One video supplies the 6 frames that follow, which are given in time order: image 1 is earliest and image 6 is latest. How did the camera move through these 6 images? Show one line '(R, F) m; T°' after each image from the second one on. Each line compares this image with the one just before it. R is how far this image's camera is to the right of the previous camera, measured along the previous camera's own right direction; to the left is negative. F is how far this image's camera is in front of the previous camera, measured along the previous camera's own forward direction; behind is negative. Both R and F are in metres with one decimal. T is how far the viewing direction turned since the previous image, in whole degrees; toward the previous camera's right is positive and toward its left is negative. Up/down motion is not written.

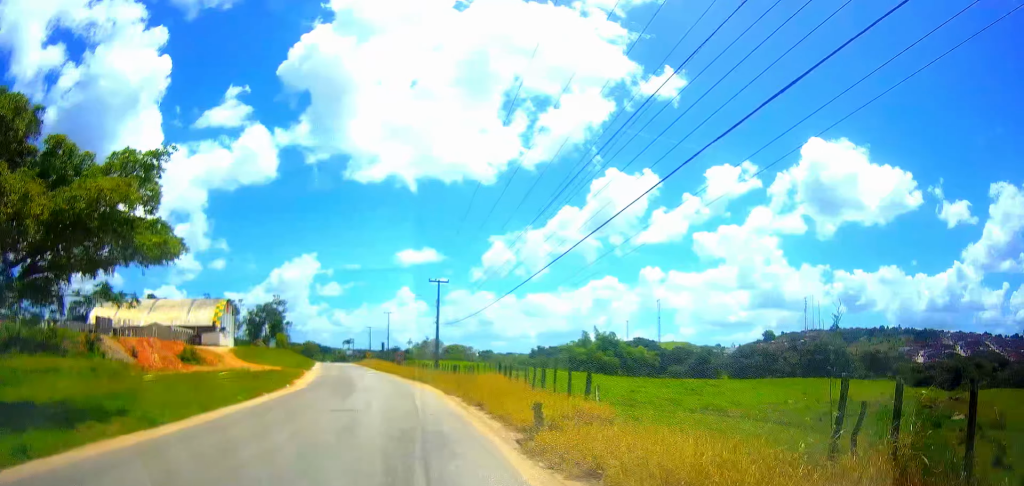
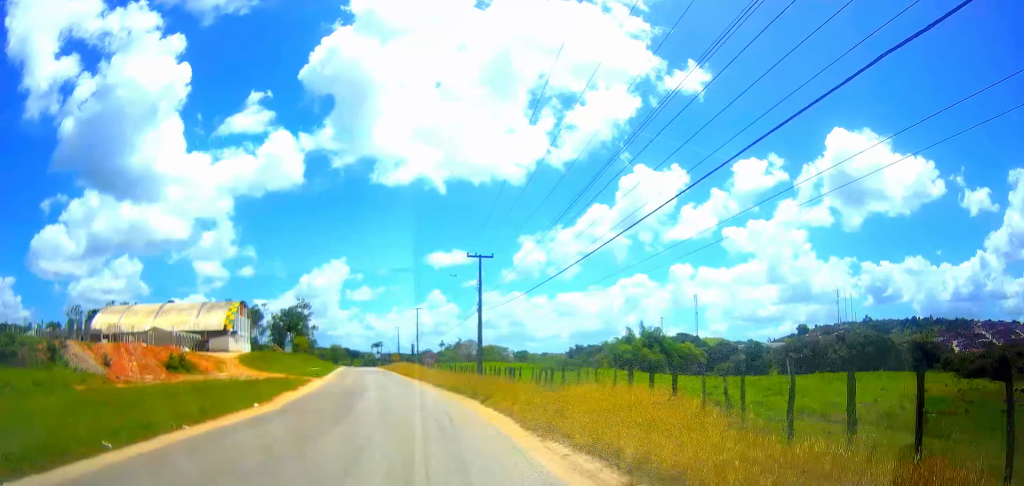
(-0.8, +14.6) m; -9°
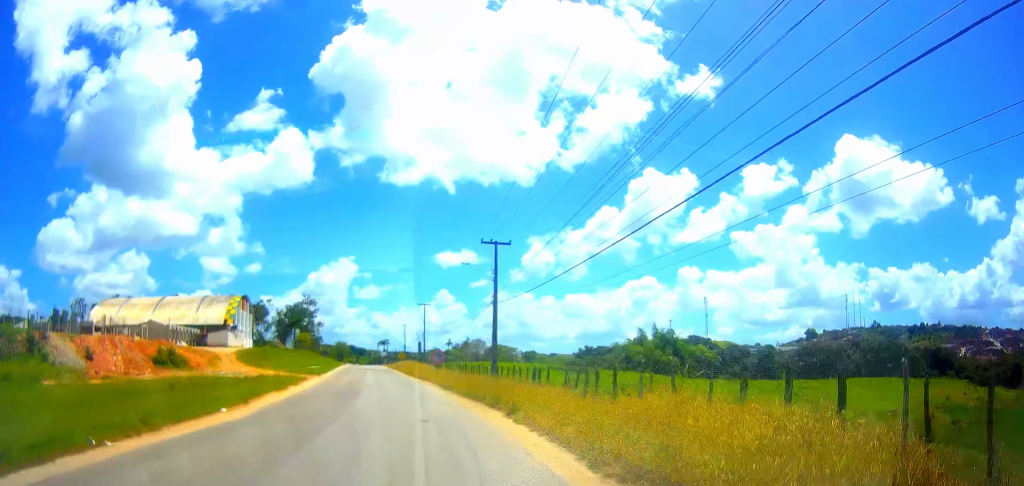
(-0.4, +5.0) m; -2°
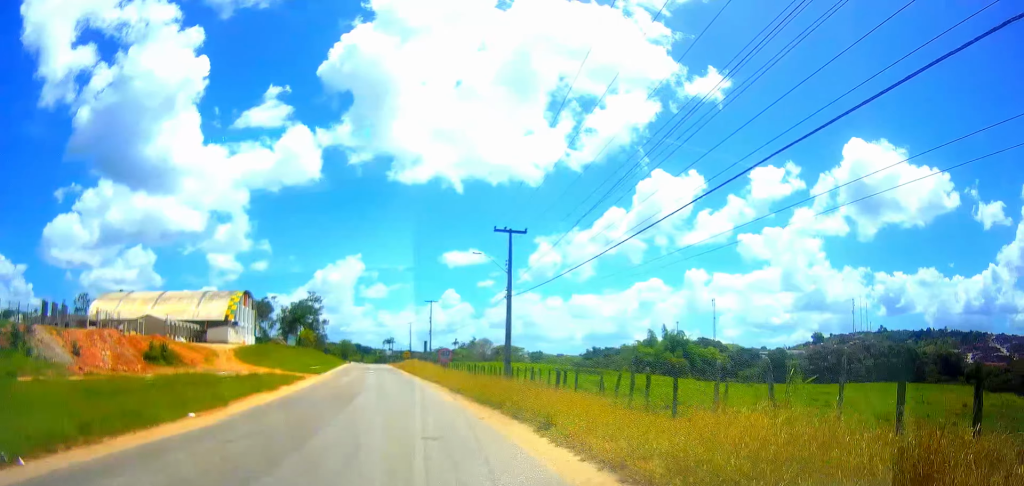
(-0.1, +3.6) m; -1°
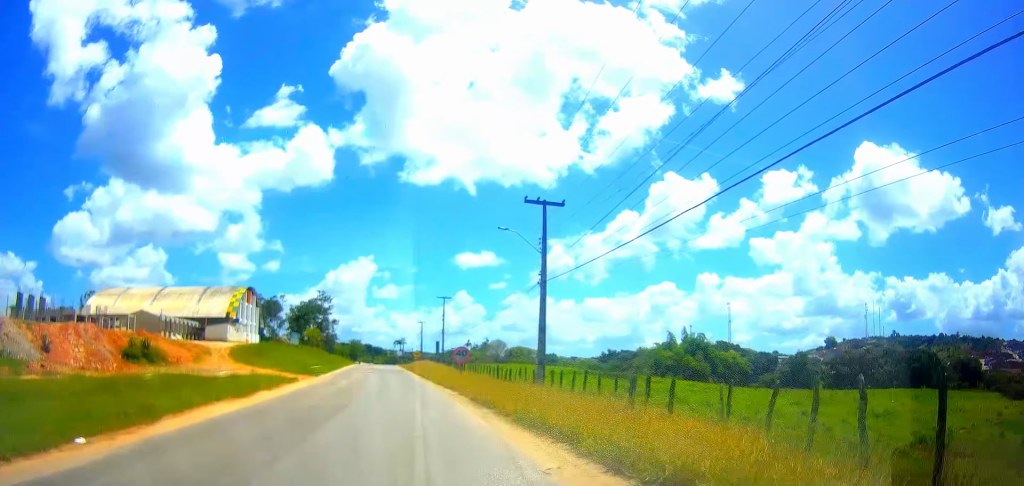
(+0.1, +7.2) m; 0°
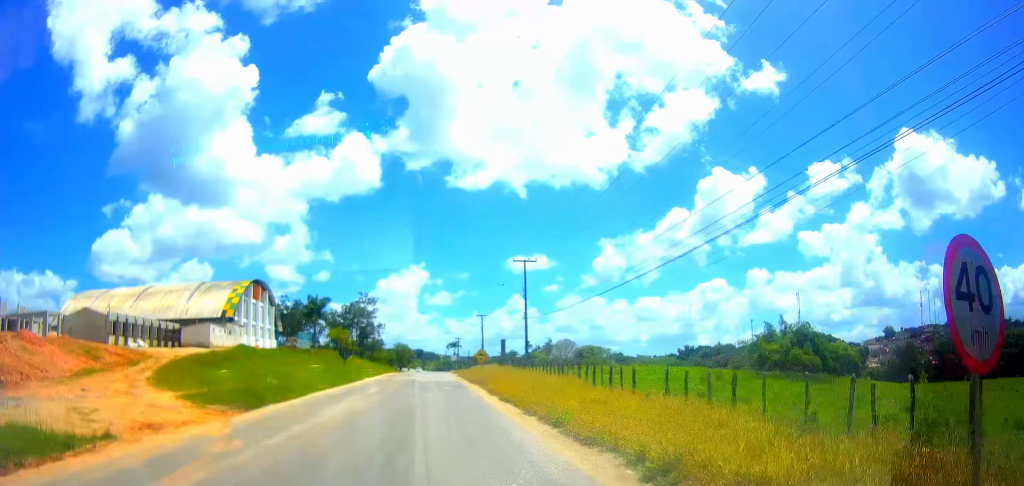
(-0.6, +32.4) m; -5°
